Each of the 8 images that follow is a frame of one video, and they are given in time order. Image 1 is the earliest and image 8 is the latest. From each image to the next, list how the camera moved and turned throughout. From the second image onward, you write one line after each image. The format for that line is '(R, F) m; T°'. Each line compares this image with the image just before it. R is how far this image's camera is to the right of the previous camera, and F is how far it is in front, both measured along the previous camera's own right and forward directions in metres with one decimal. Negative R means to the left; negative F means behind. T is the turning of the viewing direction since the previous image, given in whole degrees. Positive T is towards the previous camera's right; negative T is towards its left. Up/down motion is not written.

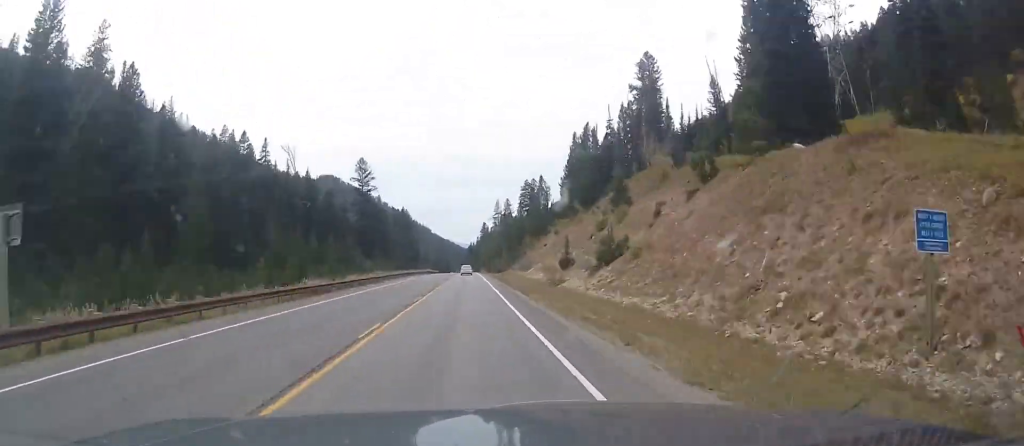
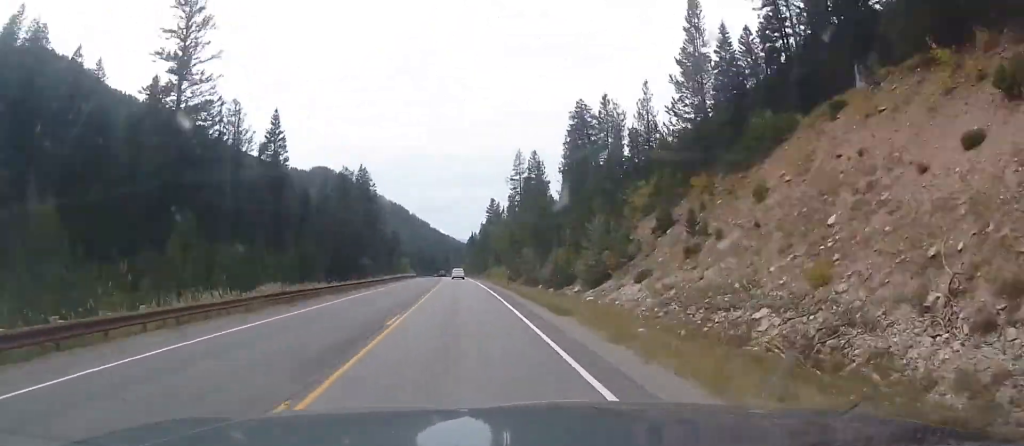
(-2.3, +94.0) m; -1°
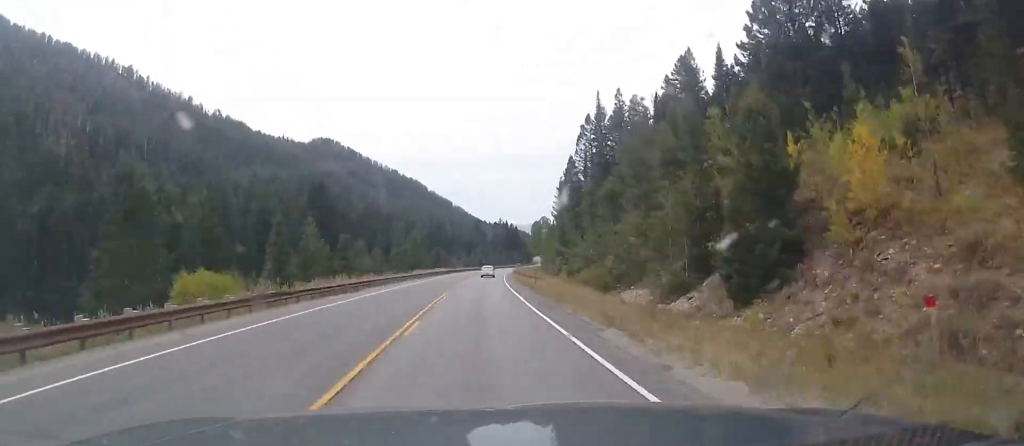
(-0.1, +304.3) m; +4°
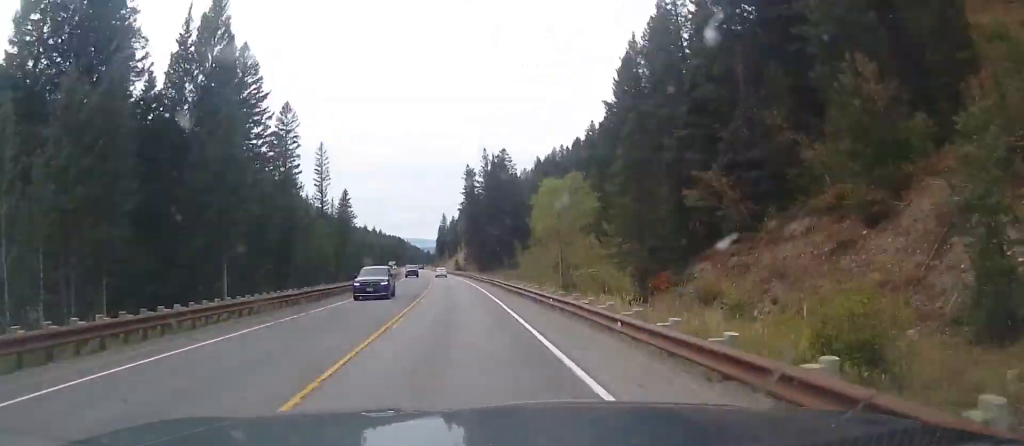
(+20.1, +309.4) m; +3°
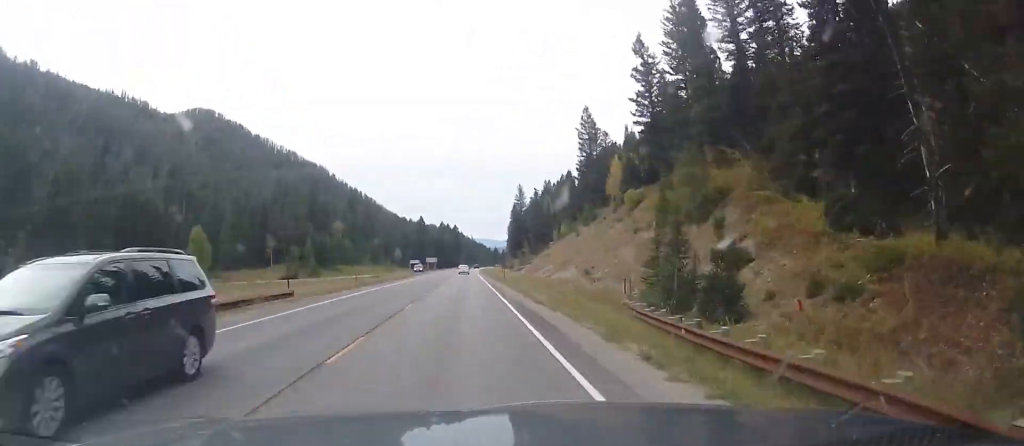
(-1.7, +153.0) m; 0°
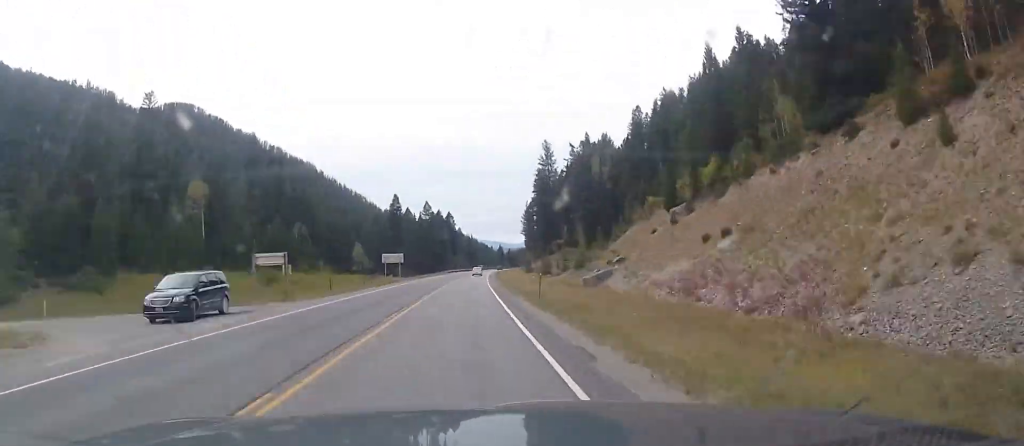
(-3.5, +98.1) m; +1°
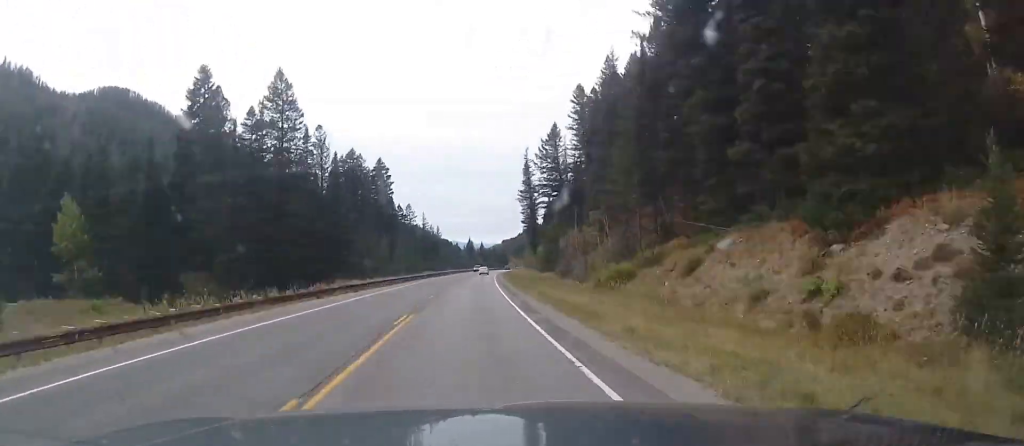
(+5.3, +136.3) m; +3°
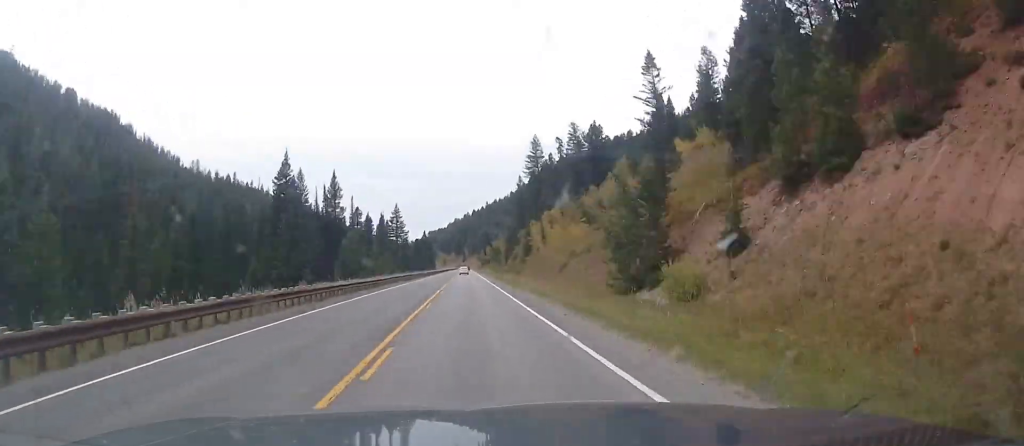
(+12.3, +272.7) m; +4°
